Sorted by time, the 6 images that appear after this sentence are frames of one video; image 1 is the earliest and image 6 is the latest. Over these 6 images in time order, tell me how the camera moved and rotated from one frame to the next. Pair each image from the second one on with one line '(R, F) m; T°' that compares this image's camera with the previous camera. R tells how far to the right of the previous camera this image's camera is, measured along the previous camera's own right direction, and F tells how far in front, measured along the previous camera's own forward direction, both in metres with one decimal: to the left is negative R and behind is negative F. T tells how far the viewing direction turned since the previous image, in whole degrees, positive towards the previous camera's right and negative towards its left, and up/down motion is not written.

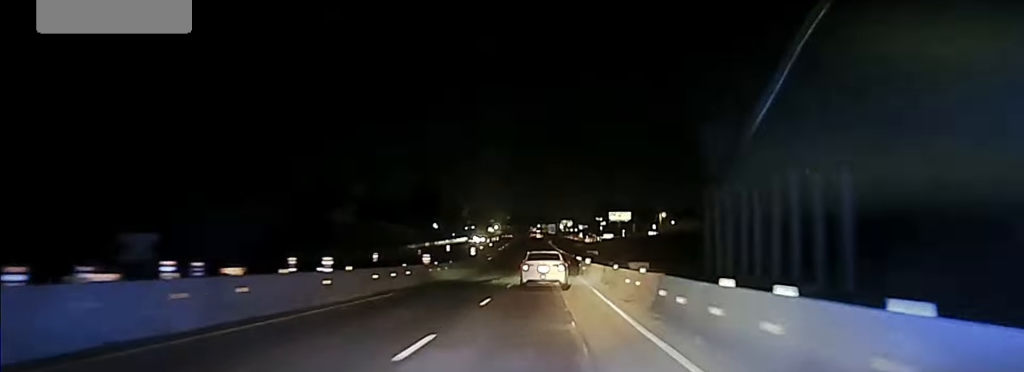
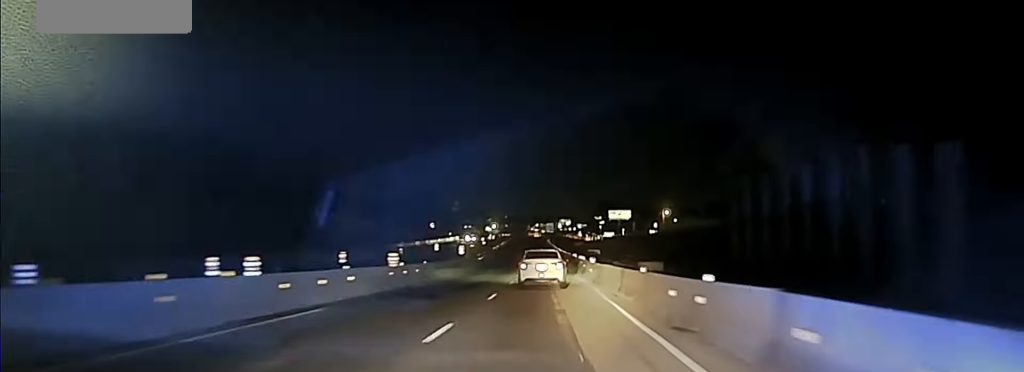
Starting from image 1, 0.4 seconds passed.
(+0.1, +9.9) m; 0°
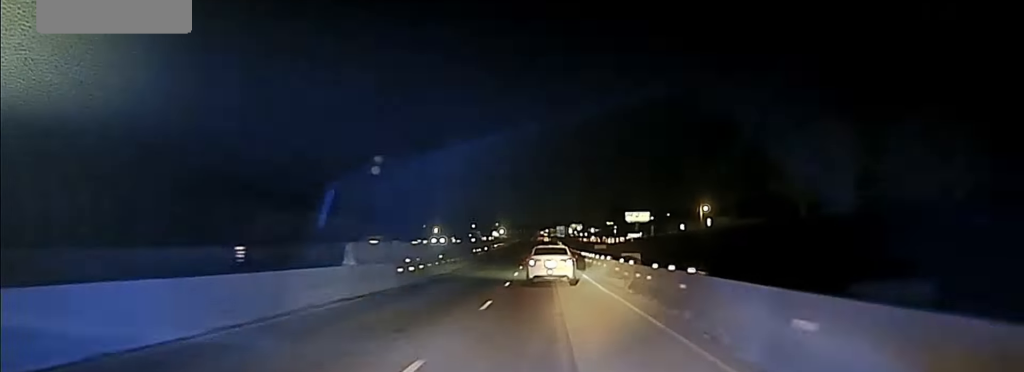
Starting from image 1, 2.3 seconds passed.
(+0.3, +42.5) m; 0°
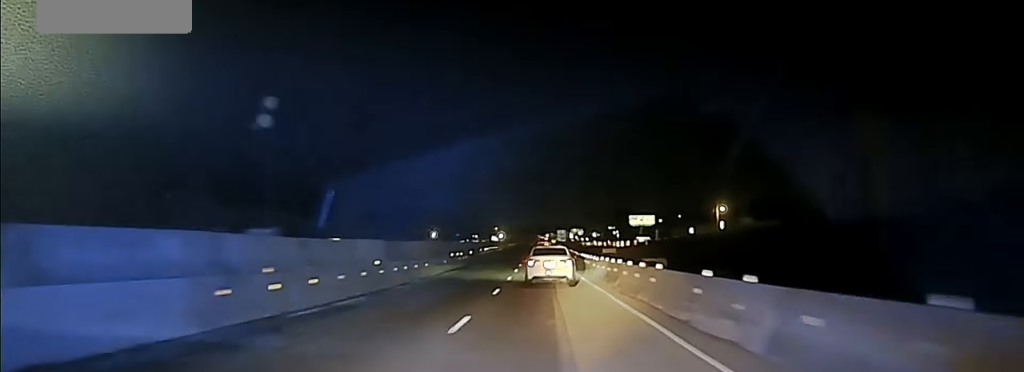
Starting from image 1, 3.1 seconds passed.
(0.0, +17.4) m; 0°
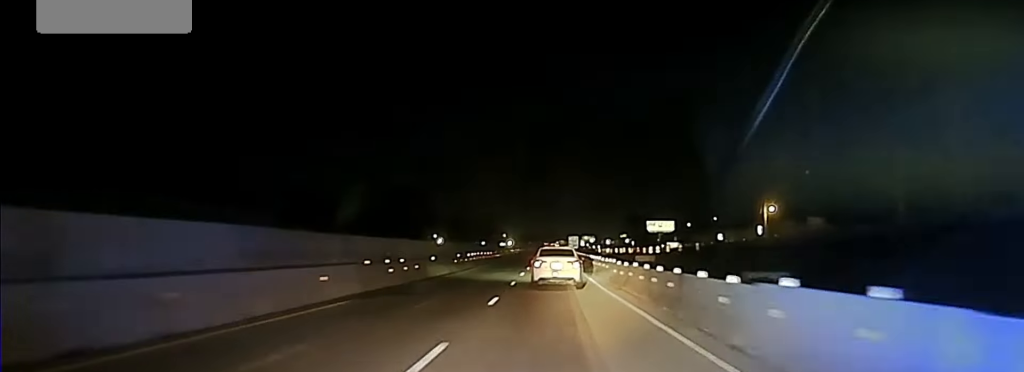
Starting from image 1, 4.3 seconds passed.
(0.0, +29.0) m; 0°
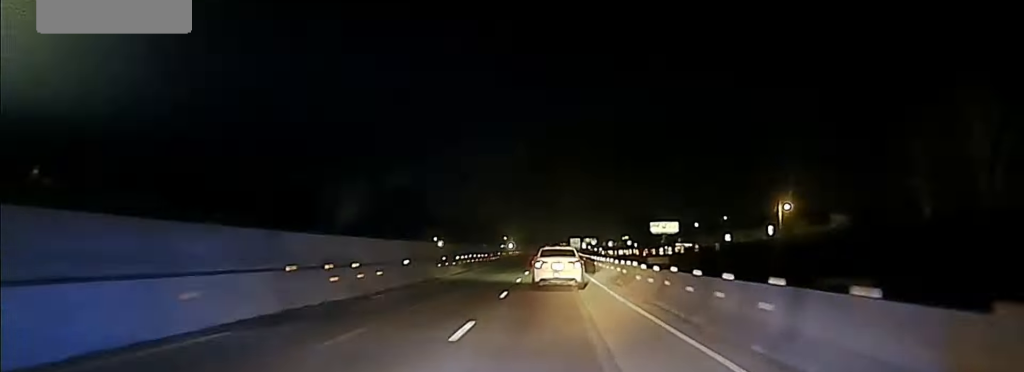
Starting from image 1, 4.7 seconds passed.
(0.0, +9.2) m; 0°
